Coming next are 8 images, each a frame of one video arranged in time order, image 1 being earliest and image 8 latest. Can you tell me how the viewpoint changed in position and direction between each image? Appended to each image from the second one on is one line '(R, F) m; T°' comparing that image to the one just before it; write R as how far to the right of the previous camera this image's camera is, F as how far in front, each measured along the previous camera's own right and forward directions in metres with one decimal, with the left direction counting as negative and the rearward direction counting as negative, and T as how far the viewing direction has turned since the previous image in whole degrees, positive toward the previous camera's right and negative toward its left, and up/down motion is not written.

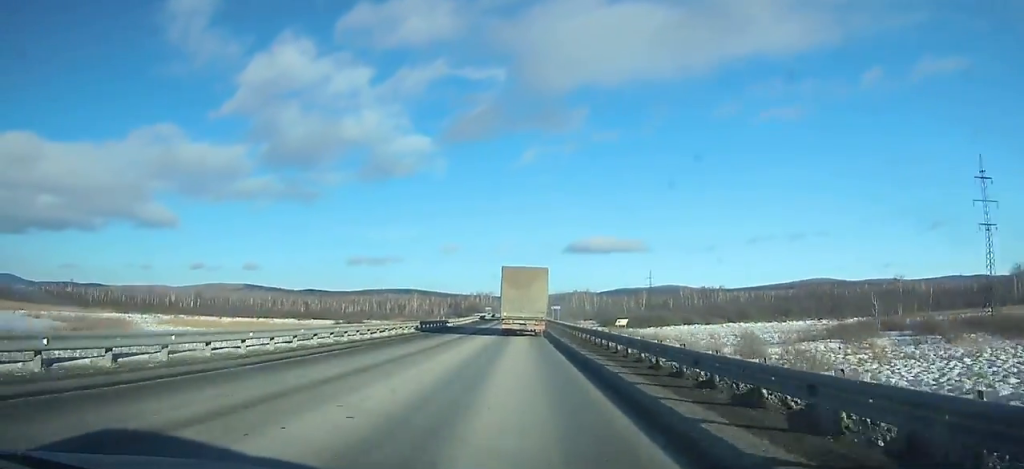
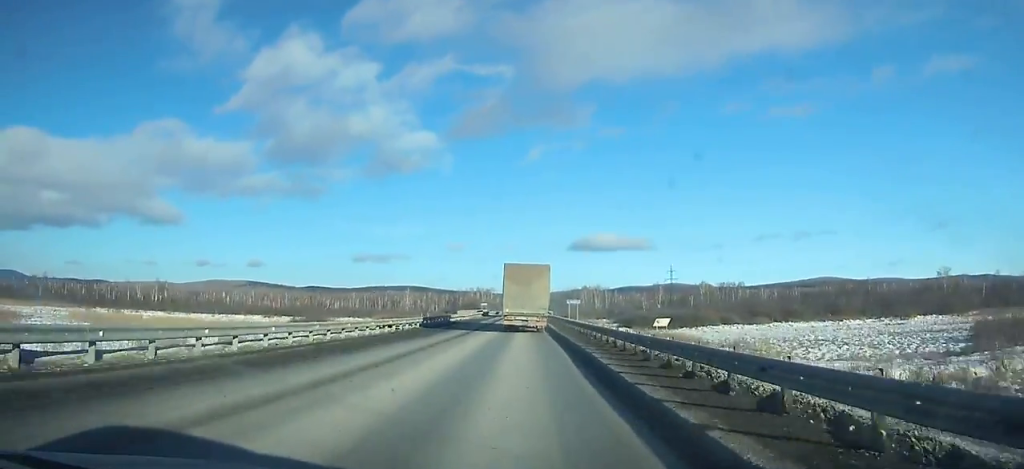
(0.0, +30.0) m; 0°
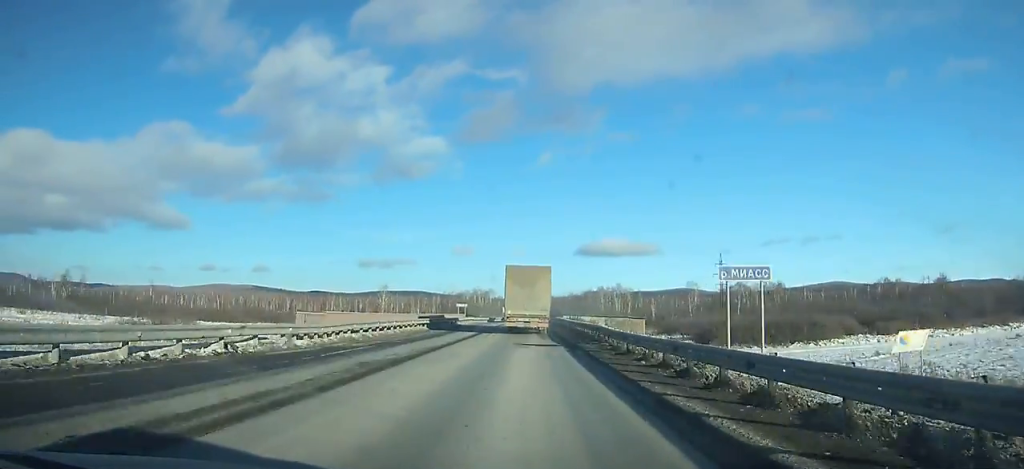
(-0.3, +55.3) m; 0°
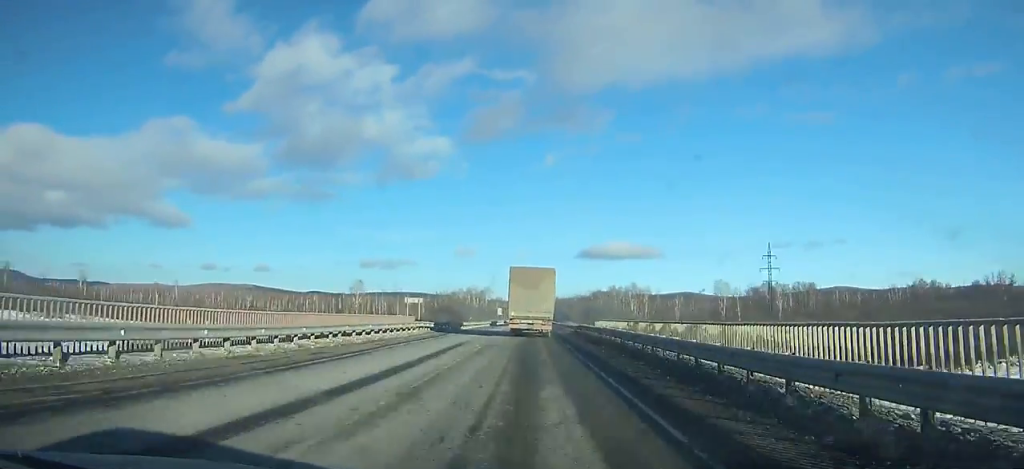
(0.0, +36.9) m; 0°
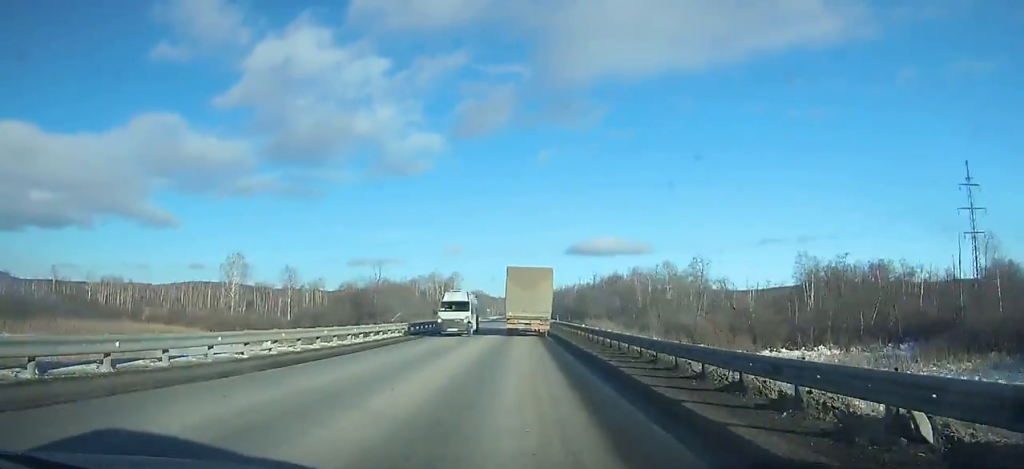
(+0.3, +76.0) m; 0°
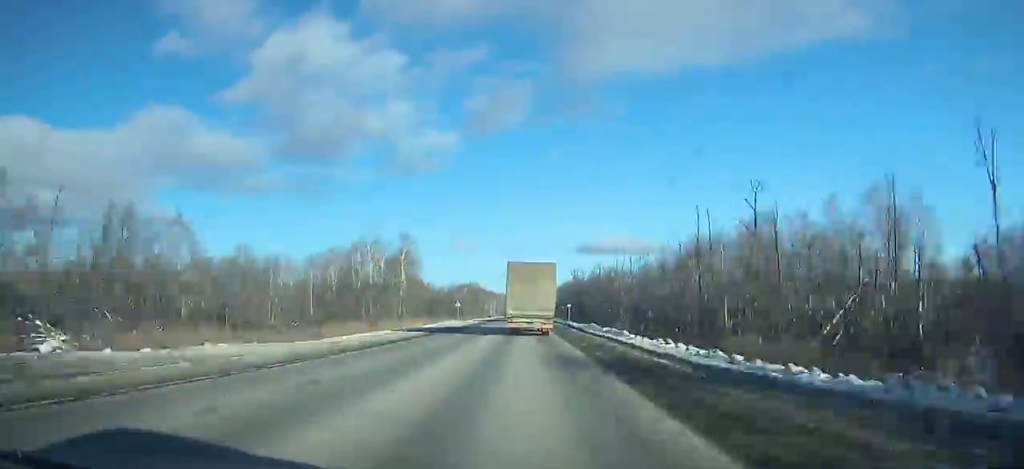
(+0.2, +87.7) m; 0°
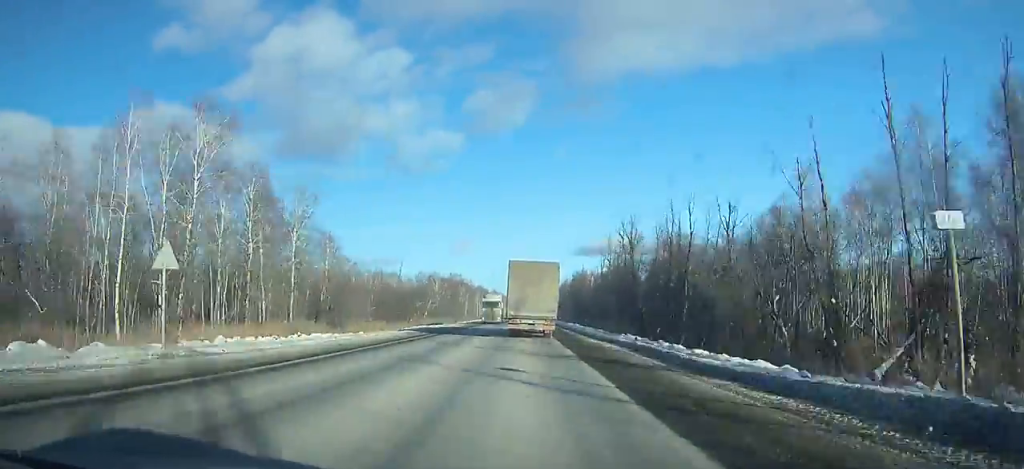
(-0.1, +64.7) m; 0°
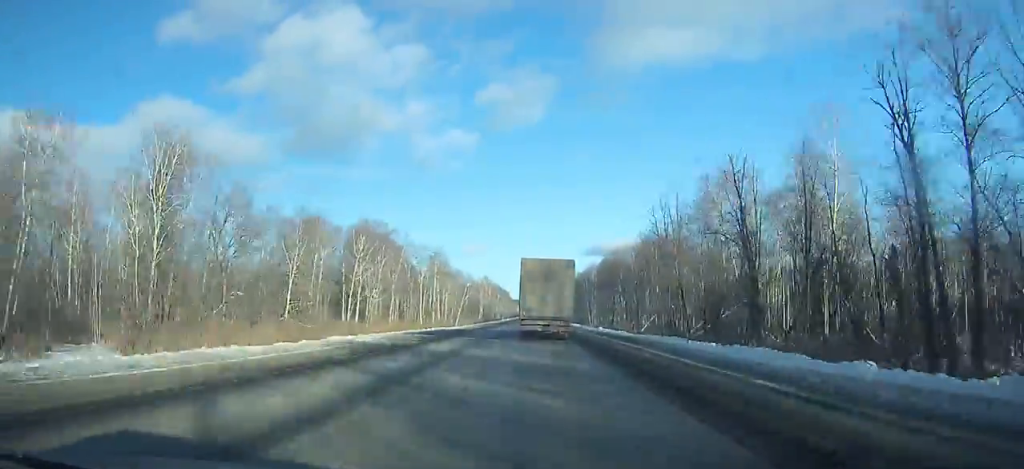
(-0.7, +124.7) m; 0°
